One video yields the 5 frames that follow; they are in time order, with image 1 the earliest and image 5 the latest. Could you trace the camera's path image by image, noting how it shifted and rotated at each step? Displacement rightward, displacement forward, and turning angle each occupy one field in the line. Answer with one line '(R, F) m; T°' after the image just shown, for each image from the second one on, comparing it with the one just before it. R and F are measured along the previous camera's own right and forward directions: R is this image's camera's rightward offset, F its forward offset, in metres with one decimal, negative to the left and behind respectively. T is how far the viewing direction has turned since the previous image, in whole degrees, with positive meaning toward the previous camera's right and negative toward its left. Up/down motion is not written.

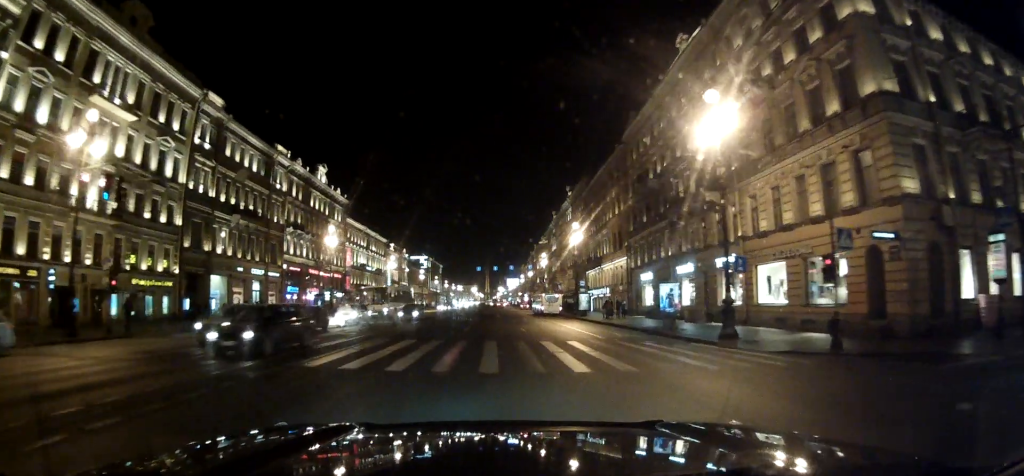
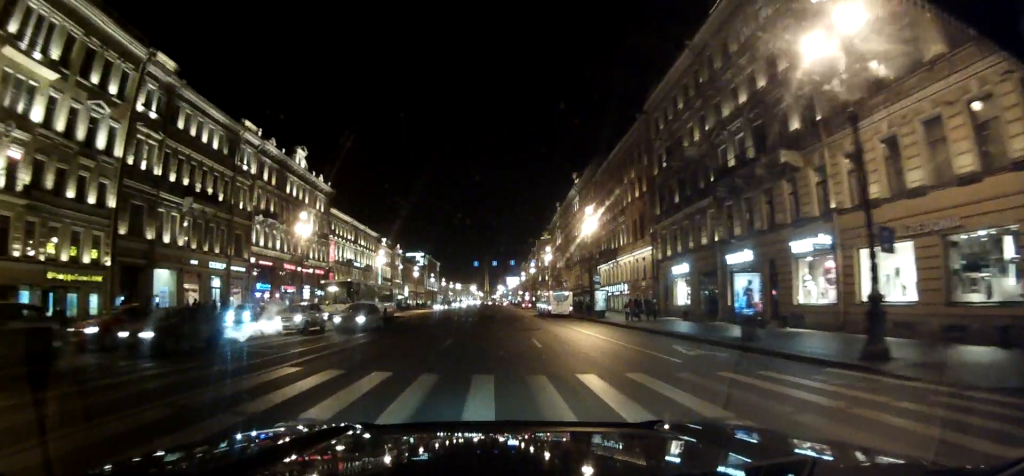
(+0.1, +6.4) m; 0°
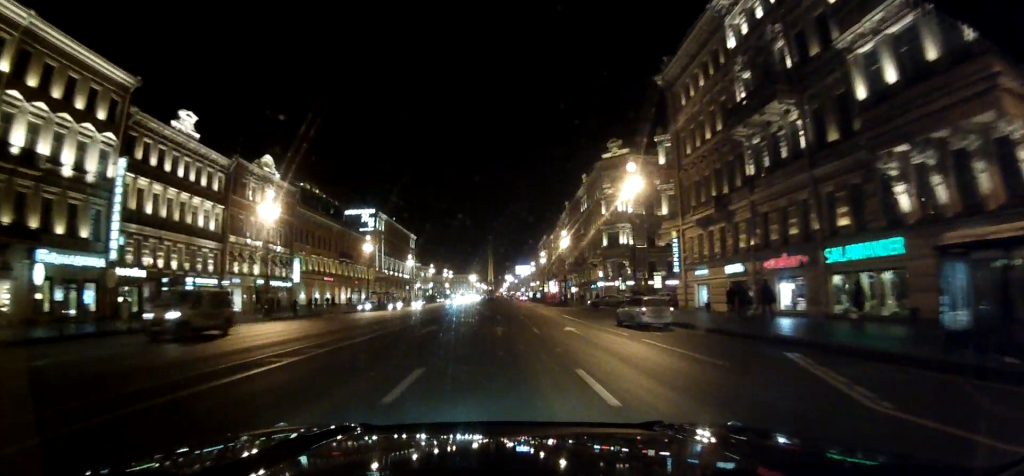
(-6.1, +70.9) m; -6°
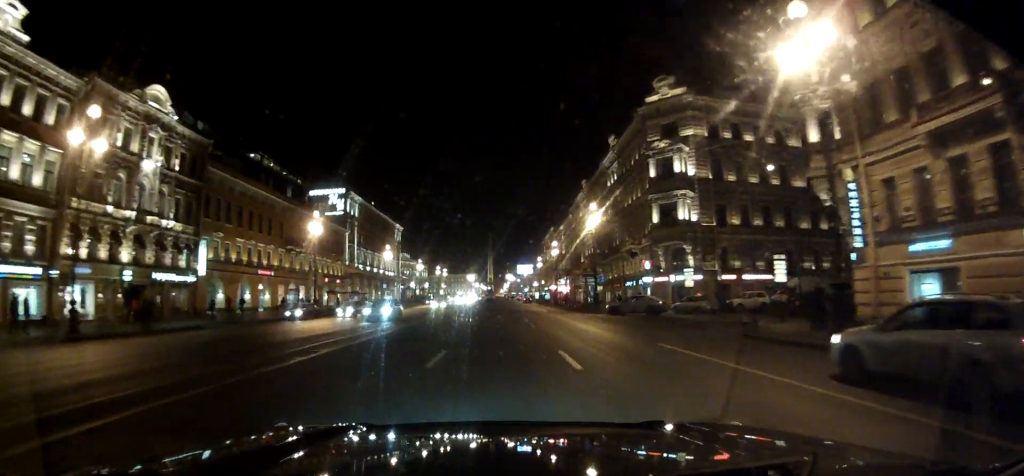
(-0.3, +19.9) m; -6°
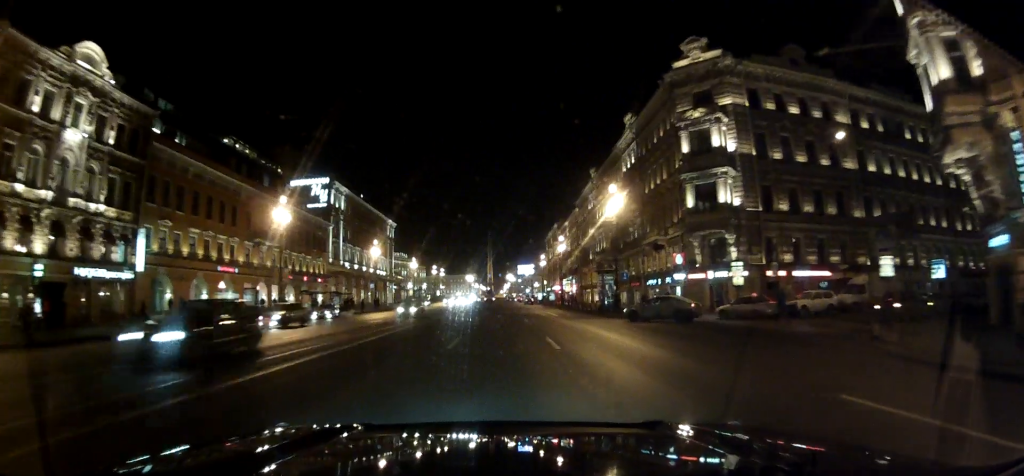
(-0.5, +7.9) m; 0°
